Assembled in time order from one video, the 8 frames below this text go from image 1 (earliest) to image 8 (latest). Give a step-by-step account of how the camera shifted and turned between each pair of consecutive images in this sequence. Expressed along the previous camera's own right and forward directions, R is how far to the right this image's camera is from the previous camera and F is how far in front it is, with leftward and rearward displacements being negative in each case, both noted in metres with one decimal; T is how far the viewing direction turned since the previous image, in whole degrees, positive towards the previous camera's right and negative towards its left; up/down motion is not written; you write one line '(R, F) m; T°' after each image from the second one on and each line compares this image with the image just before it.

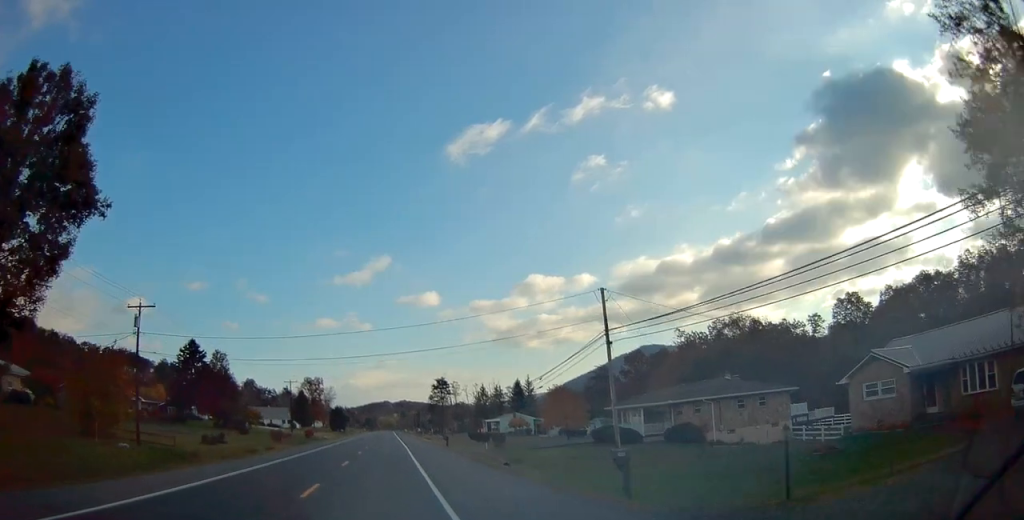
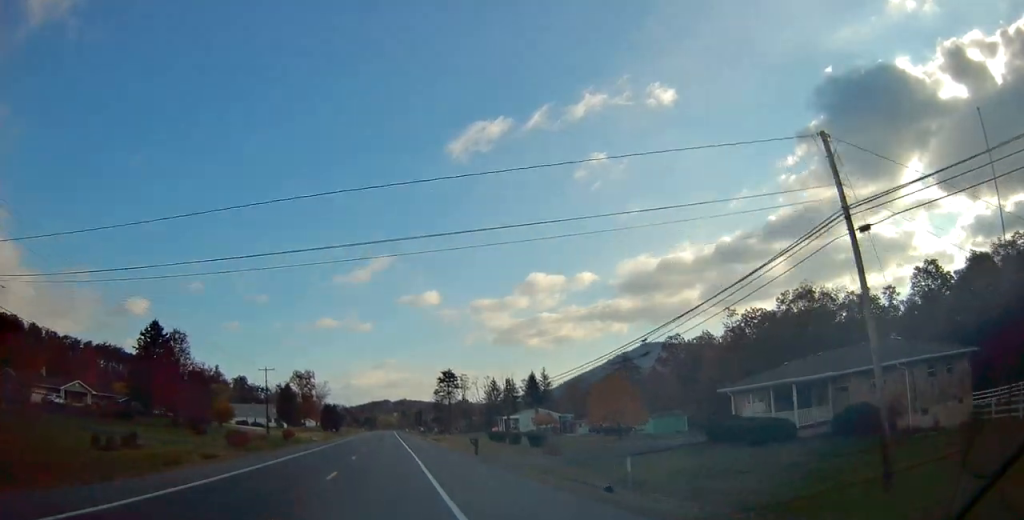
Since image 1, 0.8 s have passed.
(+0.1, +19.4) m; 0°
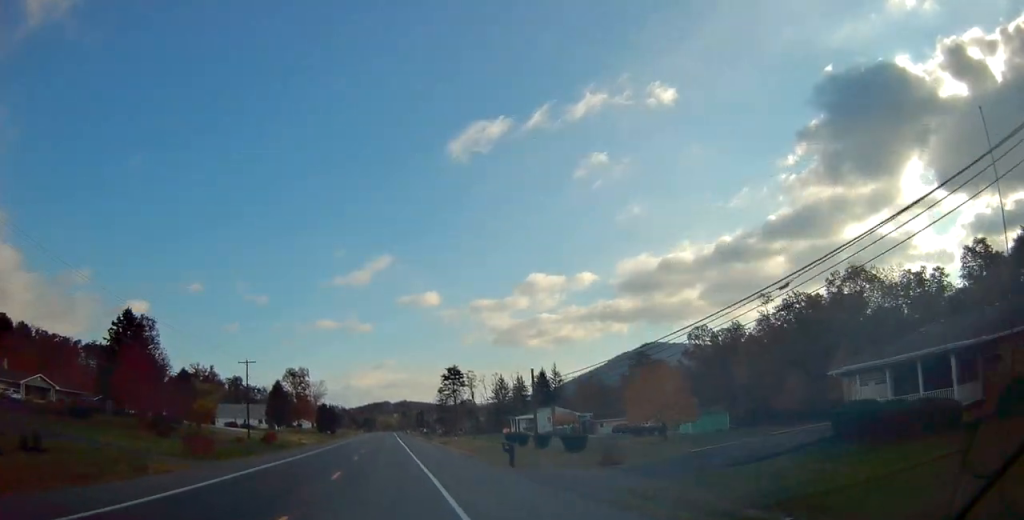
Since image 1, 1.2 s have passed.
(0.0, +11.0) m; 0°
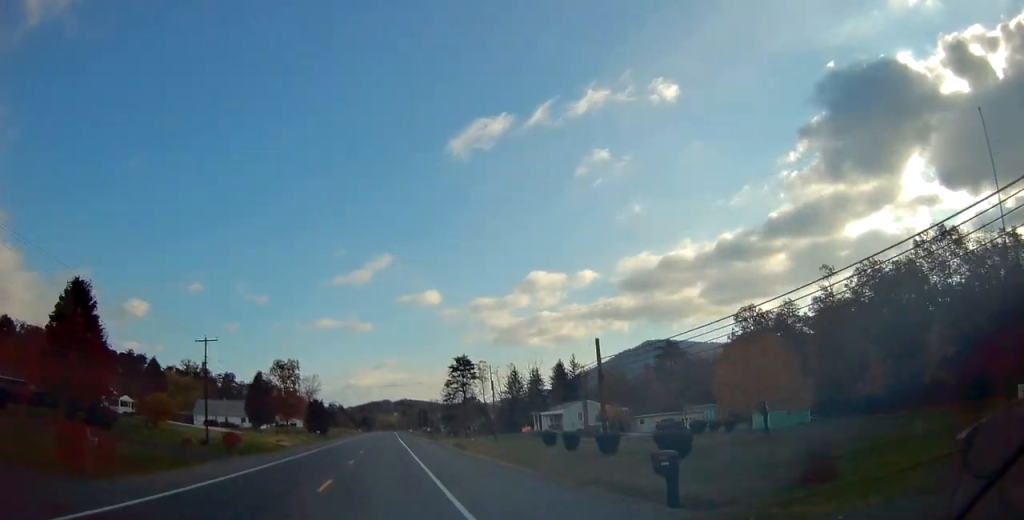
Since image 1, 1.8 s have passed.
(0.0, +16.0) m; 0°
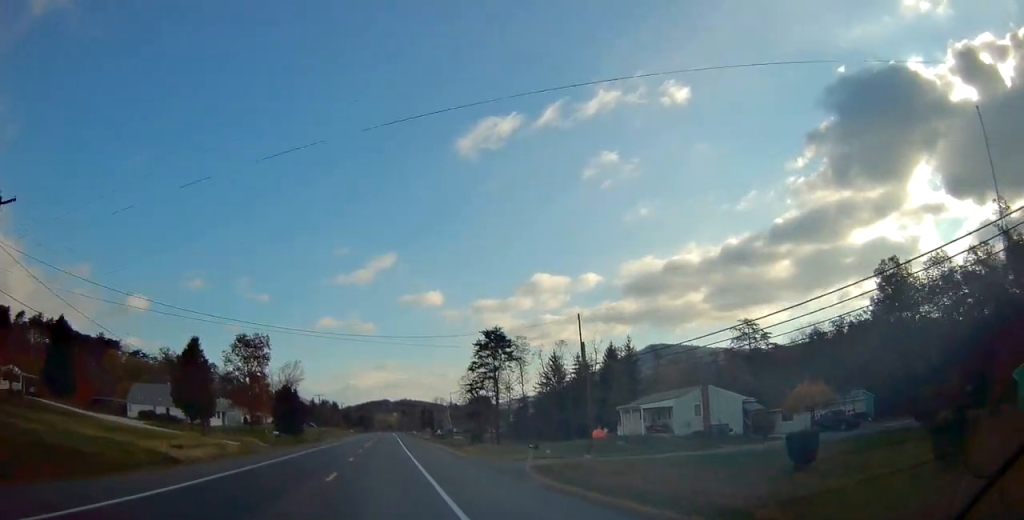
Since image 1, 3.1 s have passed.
(0.0, +32.9) m; 0°
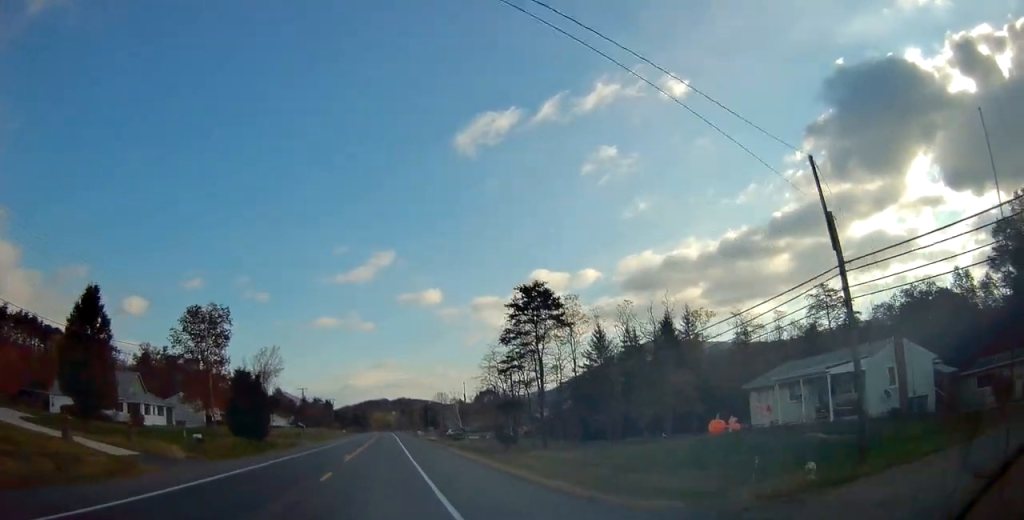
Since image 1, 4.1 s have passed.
(0.0, +23.6) m; 0°
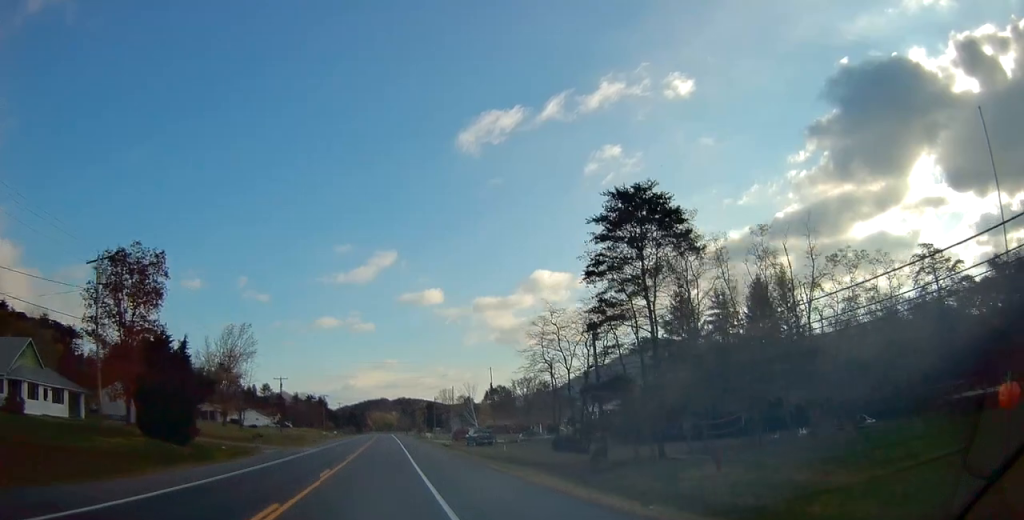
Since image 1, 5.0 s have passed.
(+0.2, +23.7) m; -1°
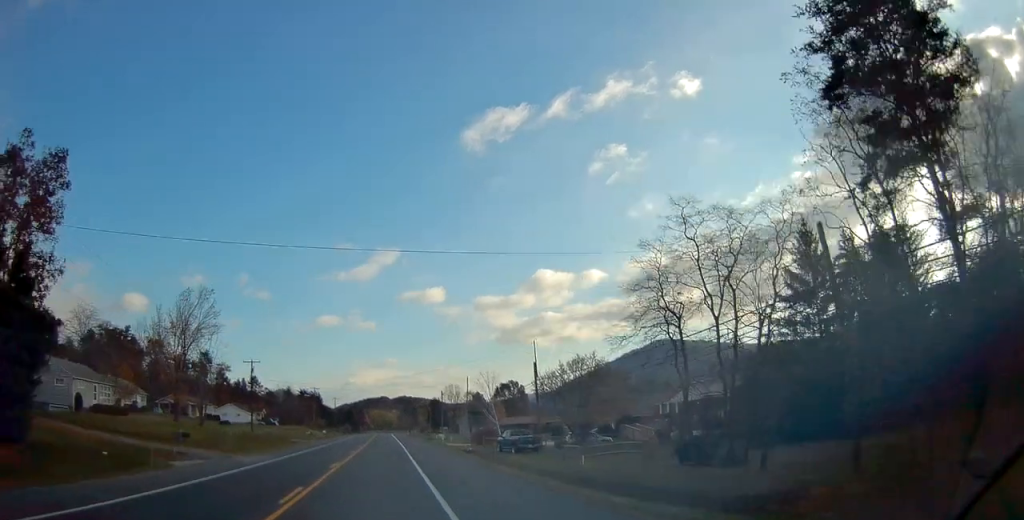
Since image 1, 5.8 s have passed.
(-0.3, +20.3) m; 0°
